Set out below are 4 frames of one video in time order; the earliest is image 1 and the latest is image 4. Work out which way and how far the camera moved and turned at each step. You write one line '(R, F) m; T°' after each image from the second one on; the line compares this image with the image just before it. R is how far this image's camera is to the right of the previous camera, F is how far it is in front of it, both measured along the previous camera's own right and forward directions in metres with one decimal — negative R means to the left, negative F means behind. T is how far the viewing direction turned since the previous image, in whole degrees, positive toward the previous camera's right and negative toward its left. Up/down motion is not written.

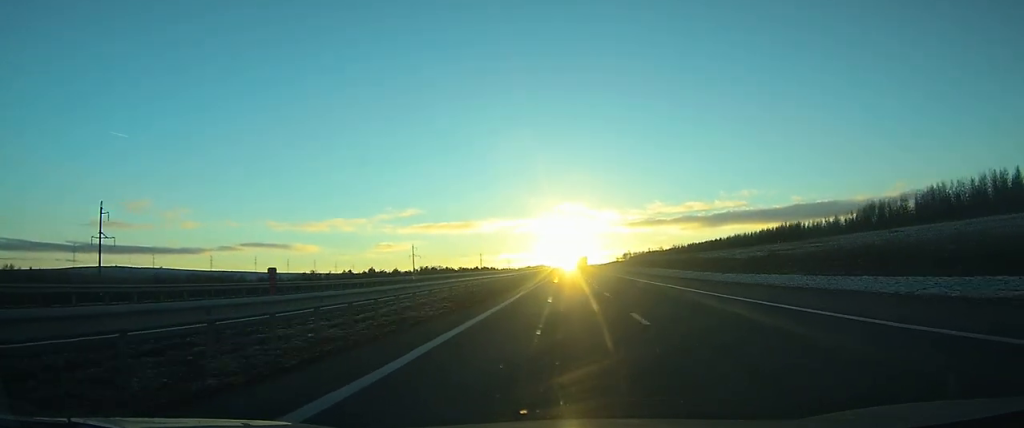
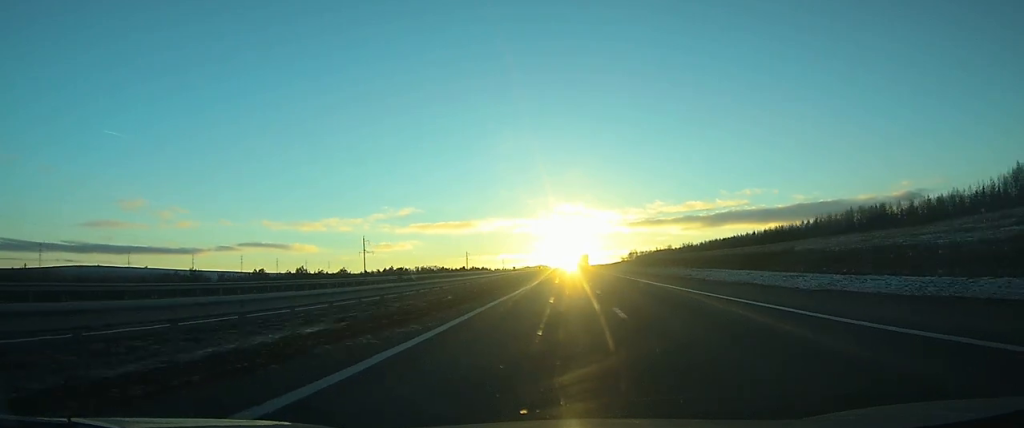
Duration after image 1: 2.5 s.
(-0.1, +72.5) m; 0°
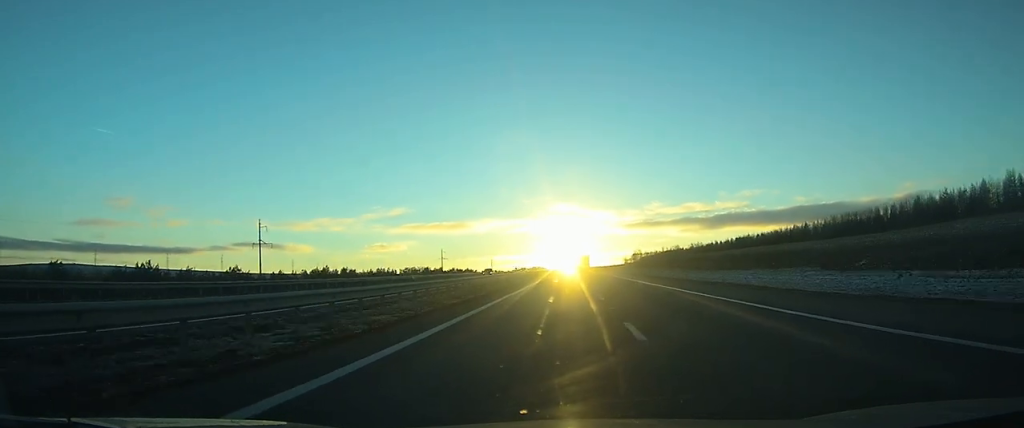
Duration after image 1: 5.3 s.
(-0.1, +76.0) m; 0°
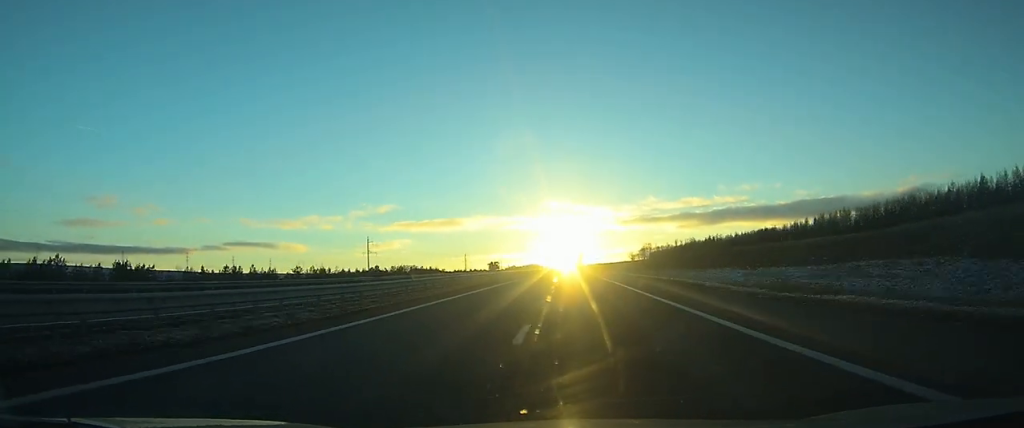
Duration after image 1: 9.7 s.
(+0.1, +114.5) m; 0°
